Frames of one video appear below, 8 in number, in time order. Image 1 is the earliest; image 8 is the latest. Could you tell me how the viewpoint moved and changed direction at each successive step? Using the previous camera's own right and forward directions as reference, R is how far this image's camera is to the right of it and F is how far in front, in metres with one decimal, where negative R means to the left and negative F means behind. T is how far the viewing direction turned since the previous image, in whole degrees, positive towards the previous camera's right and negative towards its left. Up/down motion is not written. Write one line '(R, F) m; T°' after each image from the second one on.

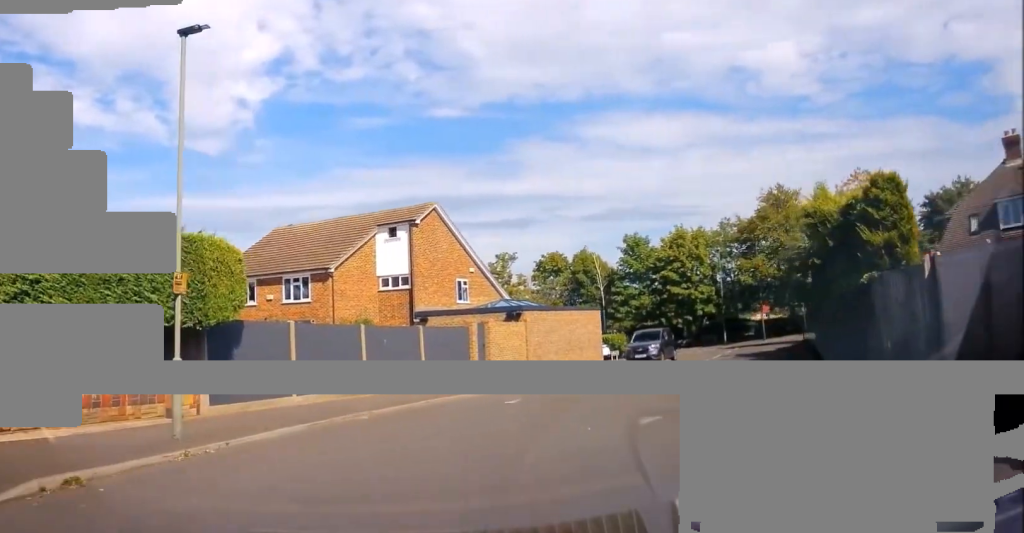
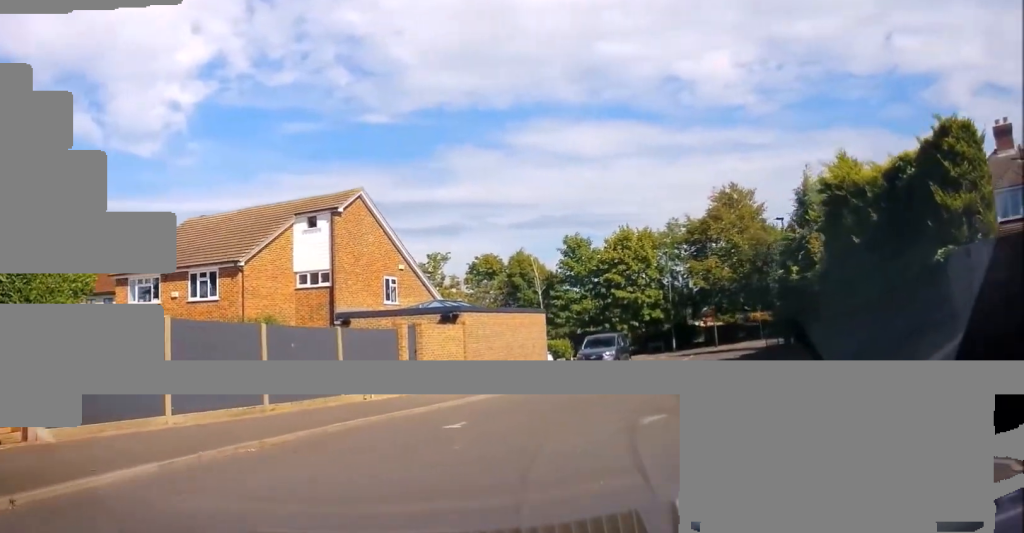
(+0.1, +3.8) m; +6°
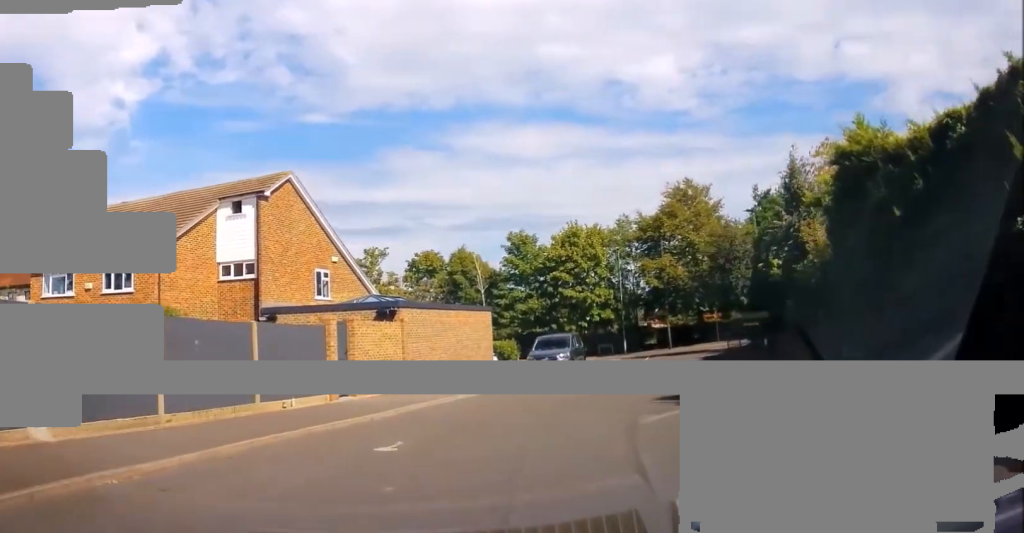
(-0.2, +2.7) m; +5°
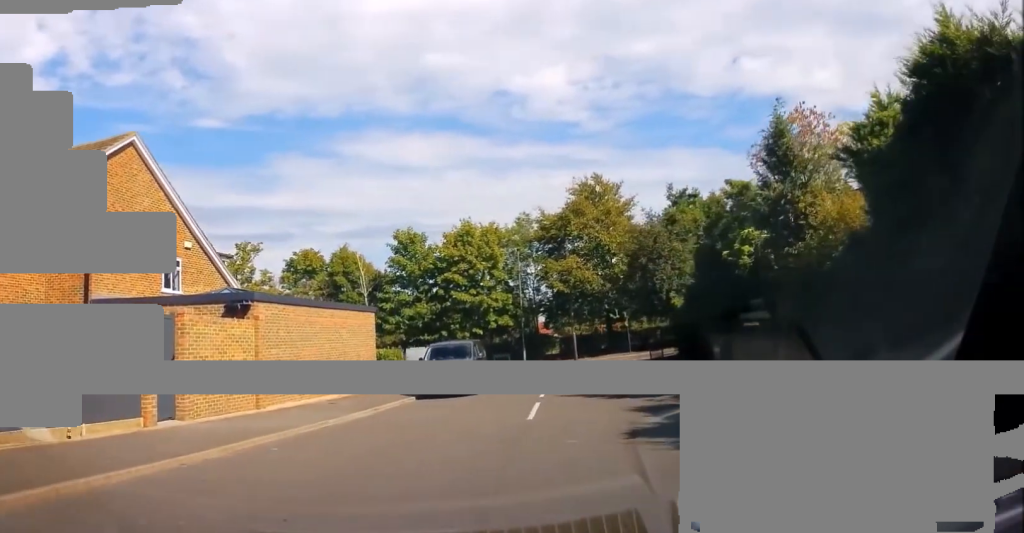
(+0.8, +4.9) m; +14°
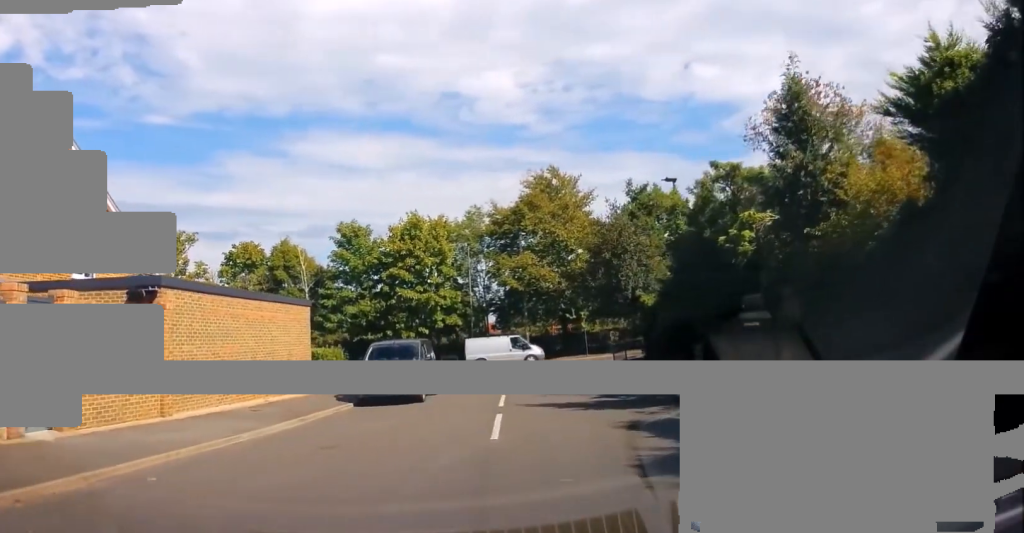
(+0.2, +2.7) m; 0°
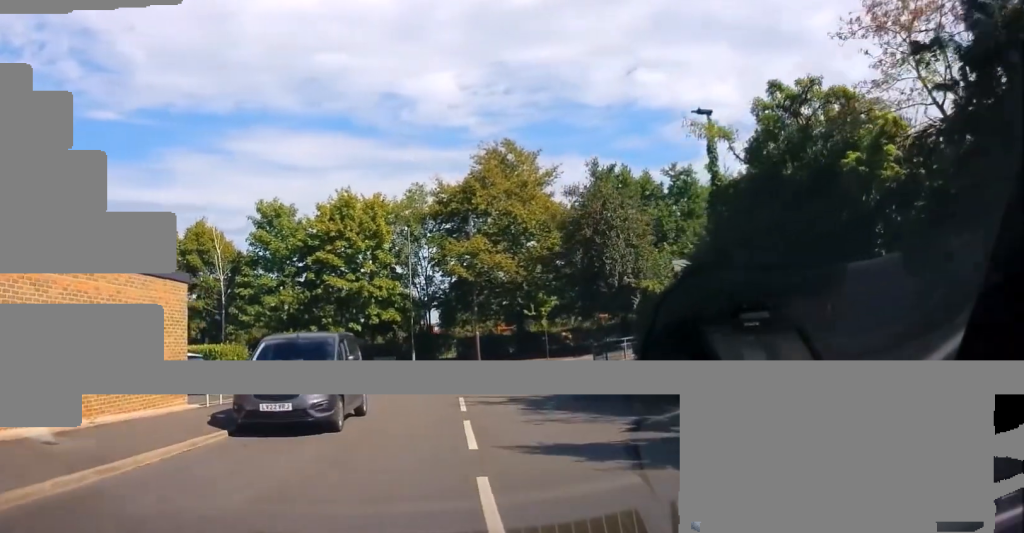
(-0.2, +6.6) m; 0°
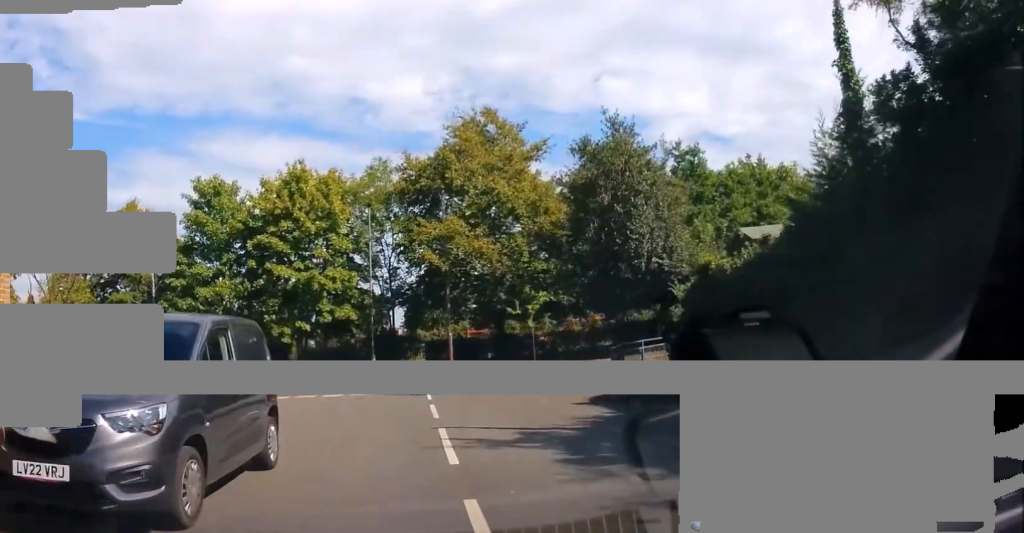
(+0.4, +6.1) m; +5°
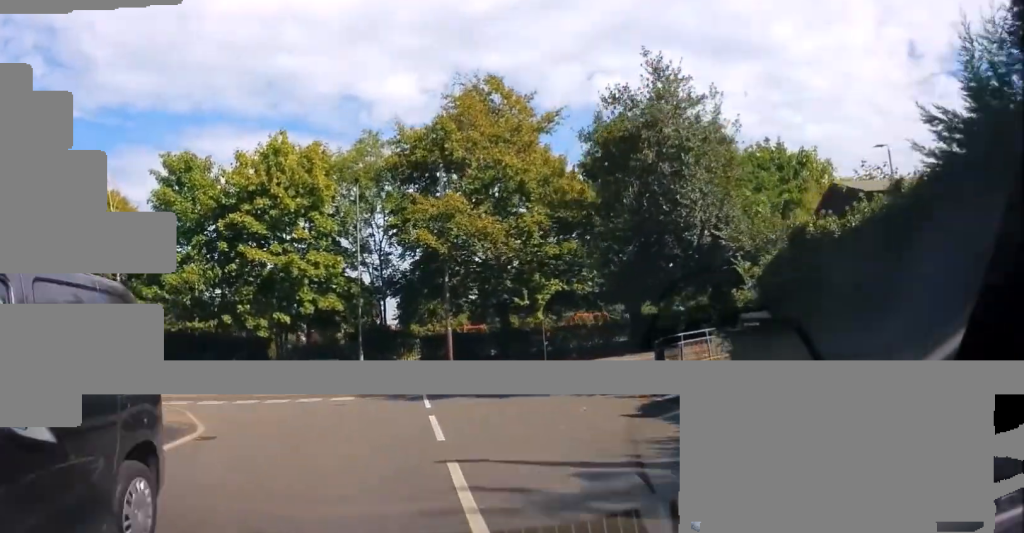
(0.0, +3.7) m; 0°
